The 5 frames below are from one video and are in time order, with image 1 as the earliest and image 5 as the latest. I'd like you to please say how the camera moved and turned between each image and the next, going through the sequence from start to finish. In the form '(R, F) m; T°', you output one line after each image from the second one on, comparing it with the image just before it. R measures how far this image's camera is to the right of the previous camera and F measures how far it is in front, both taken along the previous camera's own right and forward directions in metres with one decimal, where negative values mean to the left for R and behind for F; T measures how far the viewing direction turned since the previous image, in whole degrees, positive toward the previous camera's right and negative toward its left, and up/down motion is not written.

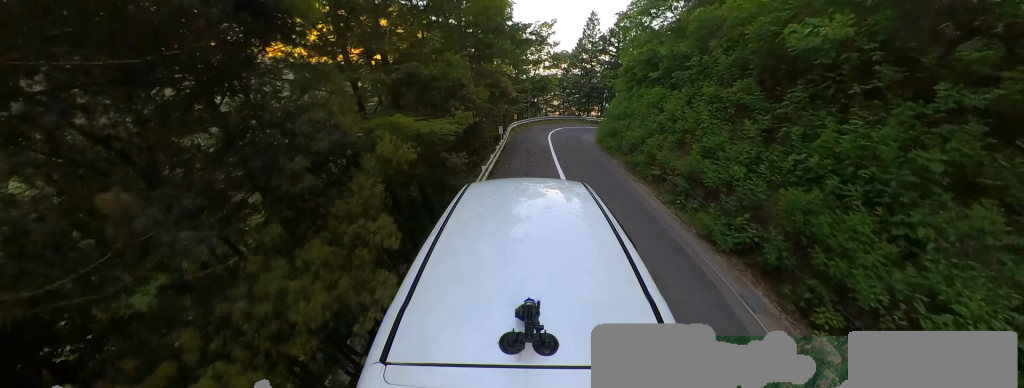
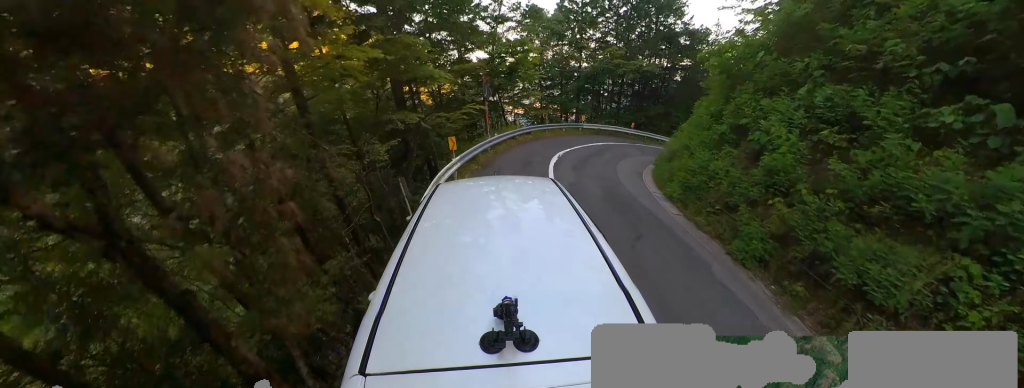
(-0.7, +14.9) m; -2°
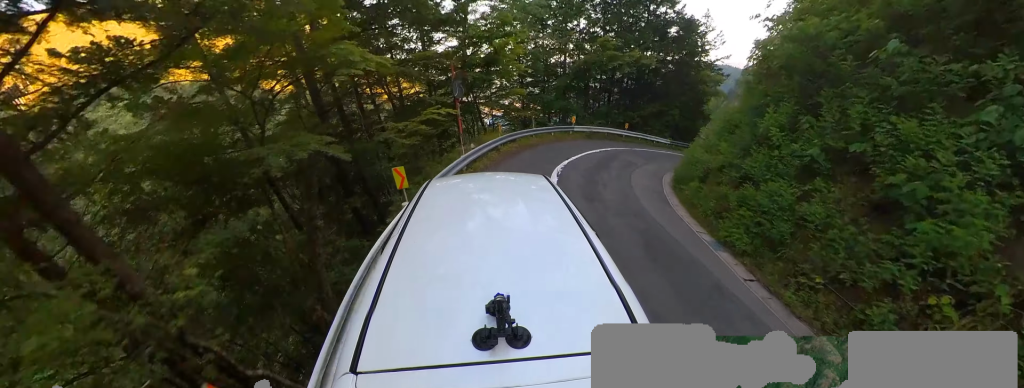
(-0.2, +3.5) m; +12°
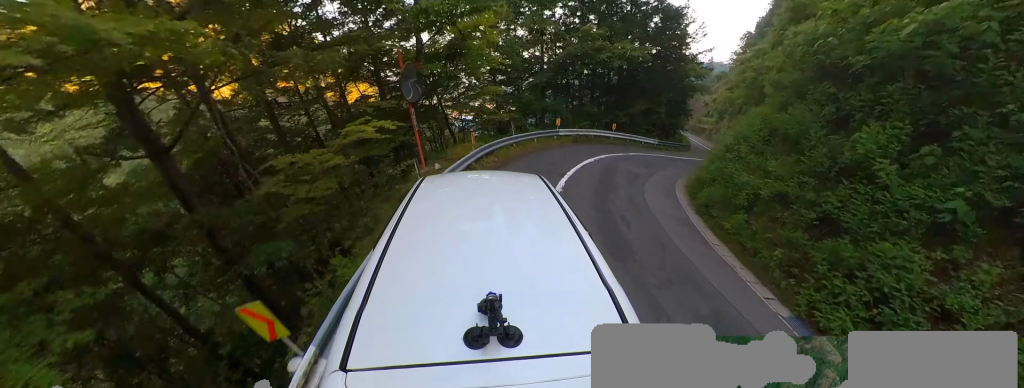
(+0.7, +2.9) m; +11°
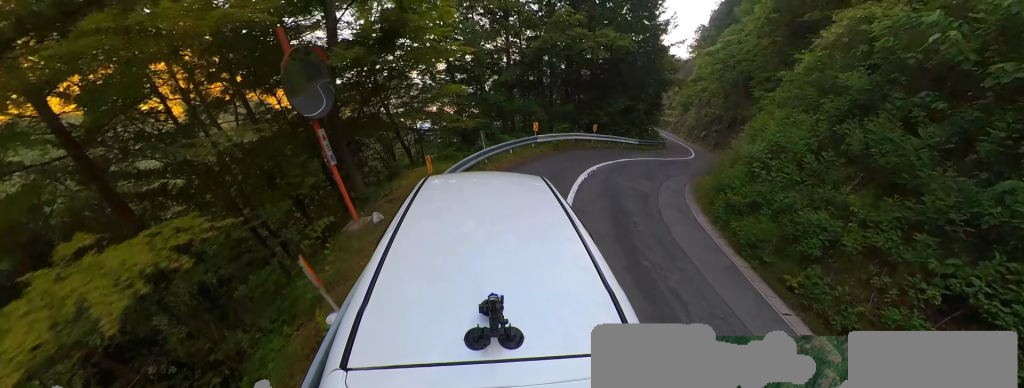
(+0.6, +3.1) m; +12°
